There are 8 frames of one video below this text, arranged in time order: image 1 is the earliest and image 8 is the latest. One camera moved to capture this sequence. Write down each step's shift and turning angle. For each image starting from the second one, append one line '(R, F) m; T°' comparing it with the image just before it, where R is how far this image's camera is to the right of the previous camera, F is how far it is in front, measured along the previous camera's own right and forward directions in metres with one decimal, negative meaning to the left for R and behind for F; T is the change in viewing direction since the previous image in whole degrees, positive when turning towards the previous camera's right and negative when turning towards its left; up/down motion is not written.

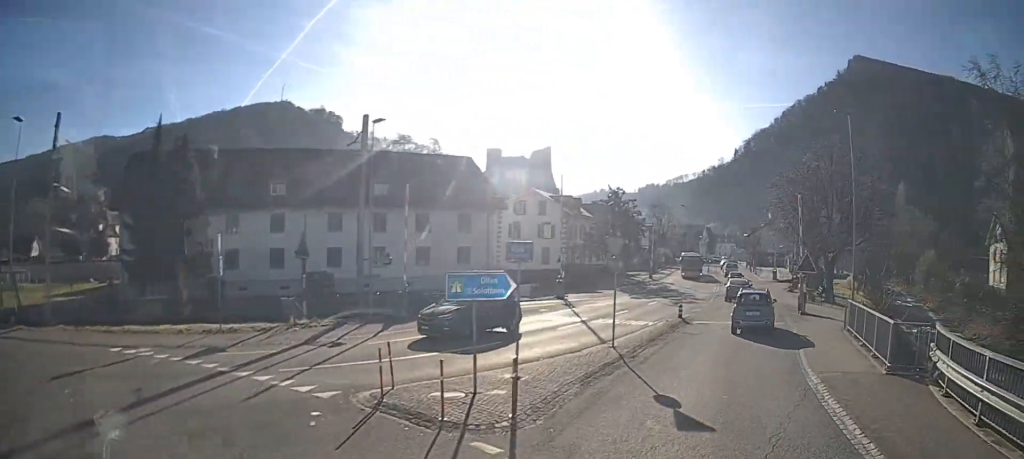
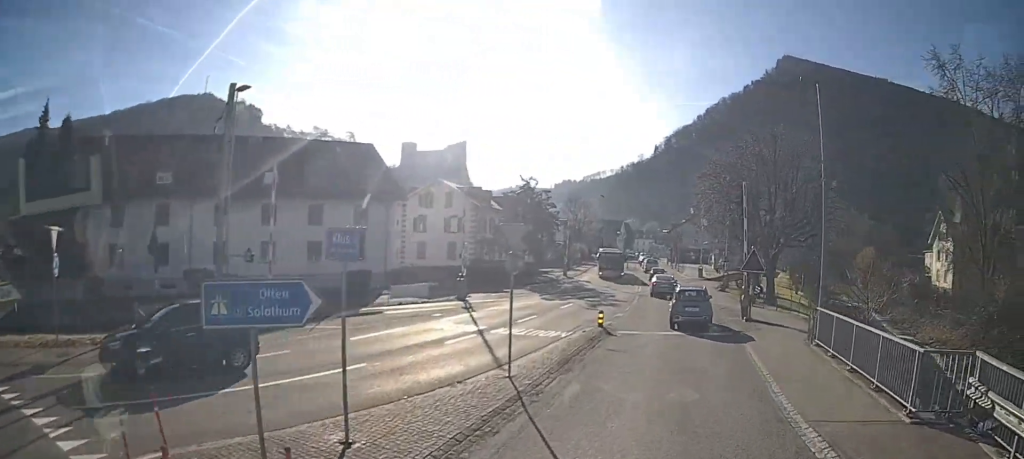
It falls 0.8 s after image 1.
(+0.3, +3.7) m; +10°
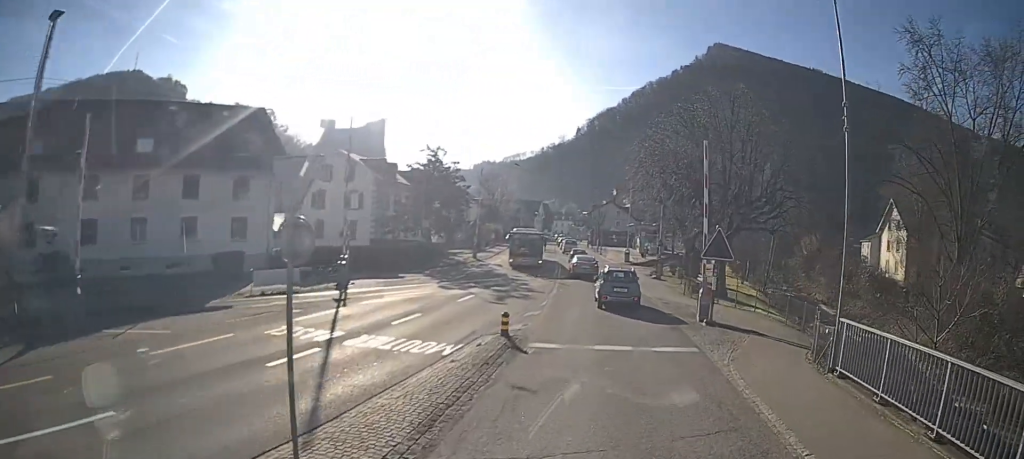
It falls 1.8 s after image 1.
(+0.6, +5.1) m; +10°
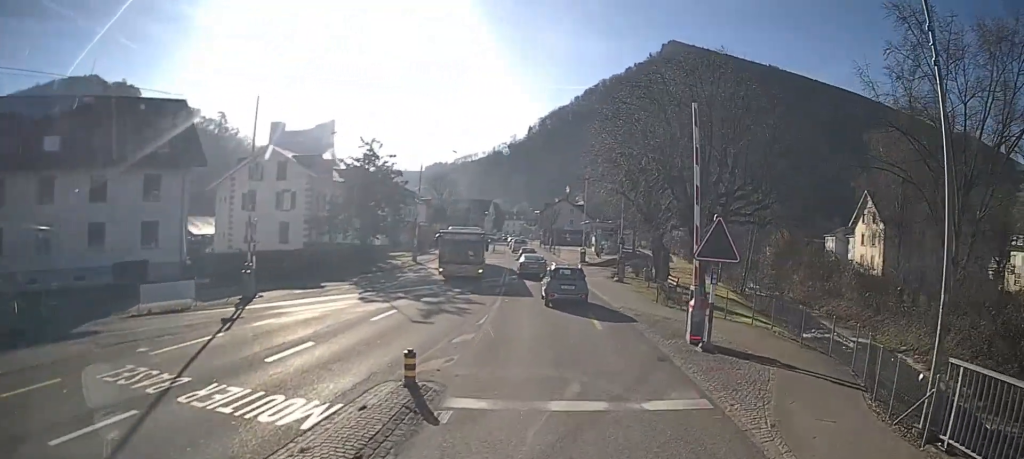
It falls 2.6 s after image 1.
(+0.2, +4.2) m; +4°
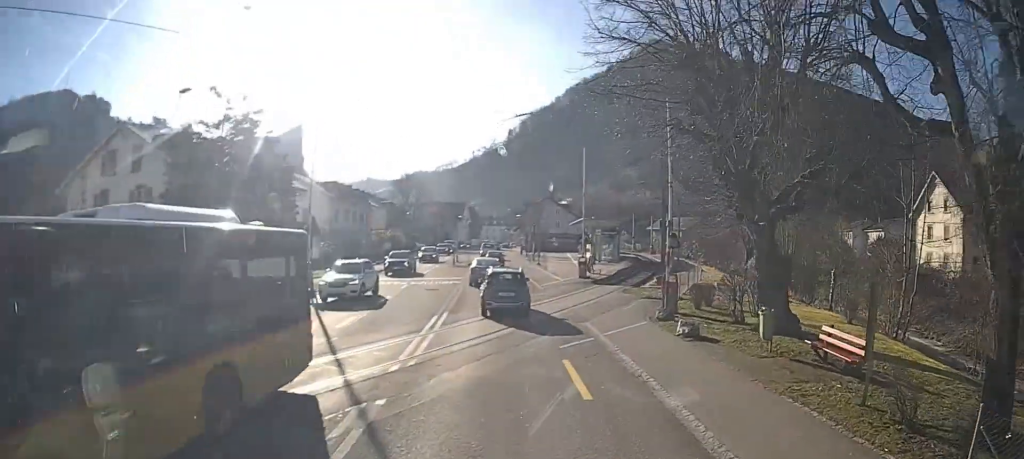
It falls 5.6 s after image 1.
(+1.0, +16.8) m; +5°
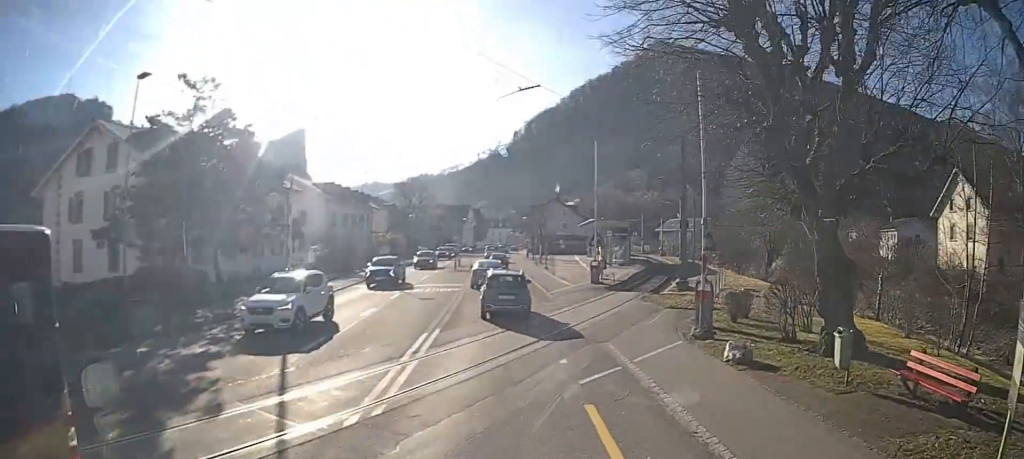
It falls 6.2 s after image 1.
(0.0, +3.1) m; 0°
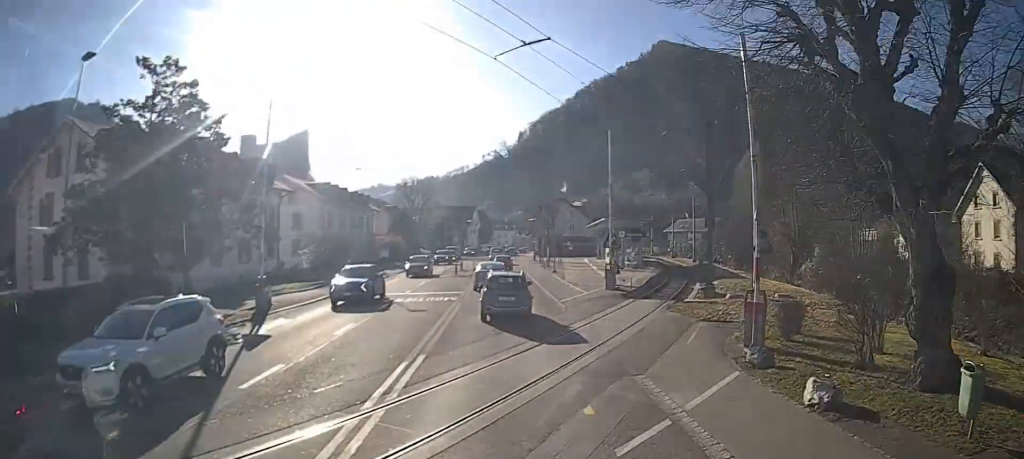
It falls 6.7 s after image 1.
(0.0, +3.4) m; 0°
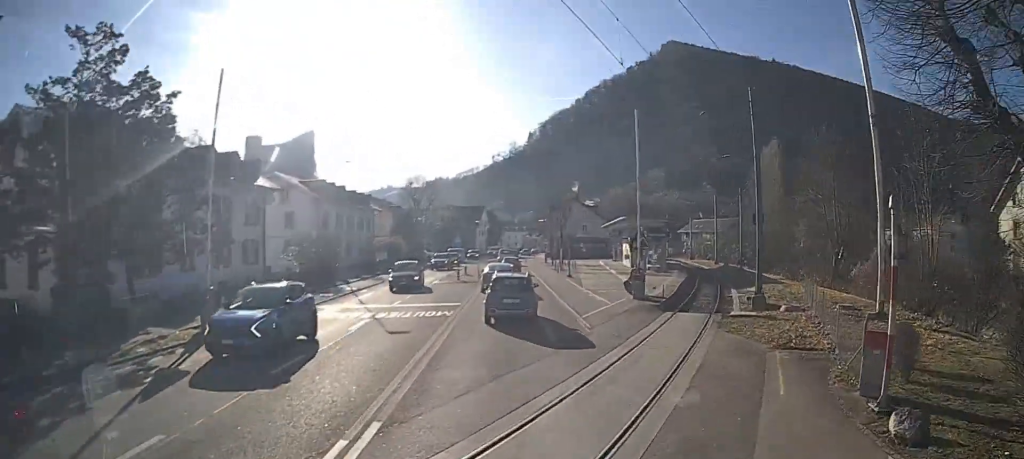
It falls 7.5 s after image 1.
(0.0, +4.8) m; 0°
